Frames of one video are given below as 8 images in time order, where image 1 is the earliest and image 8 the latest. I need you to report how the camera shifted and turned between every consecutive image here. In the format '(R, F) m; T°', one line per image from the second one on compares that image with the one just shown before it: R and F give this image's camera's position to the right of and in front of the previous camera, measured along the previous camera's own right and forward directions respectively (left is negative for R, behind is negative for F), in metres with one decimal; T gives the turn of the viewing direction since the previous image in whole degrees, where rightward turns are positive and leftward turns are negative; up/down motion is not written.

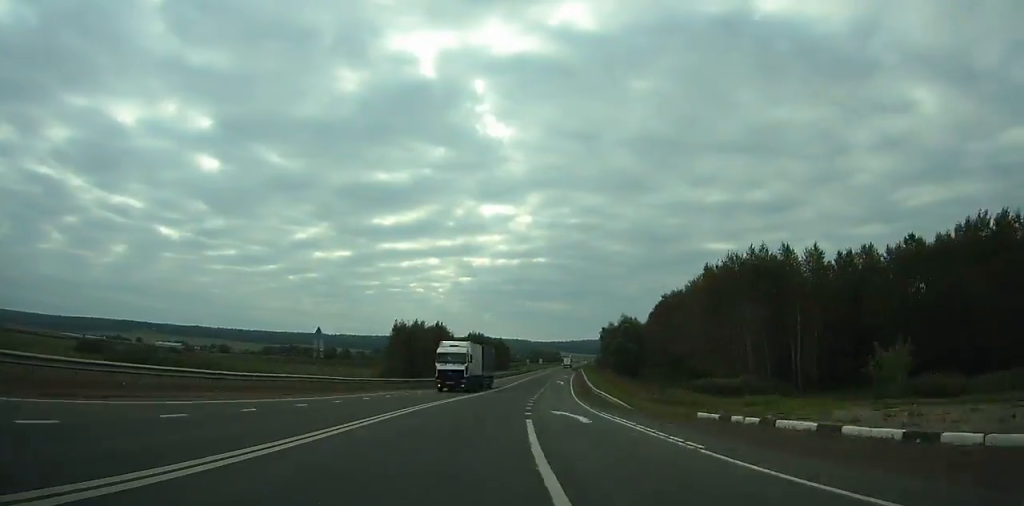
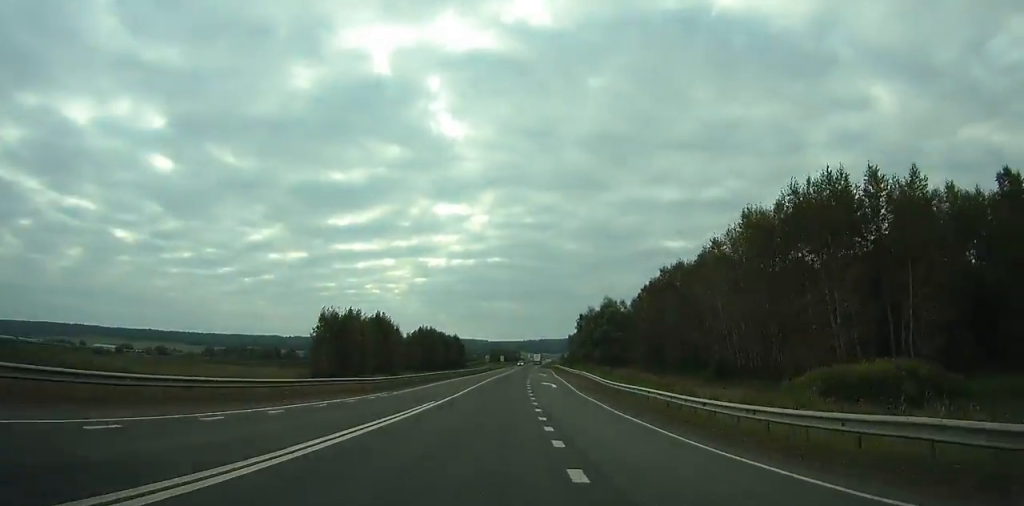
(+1.7, +33.9) m; +3°
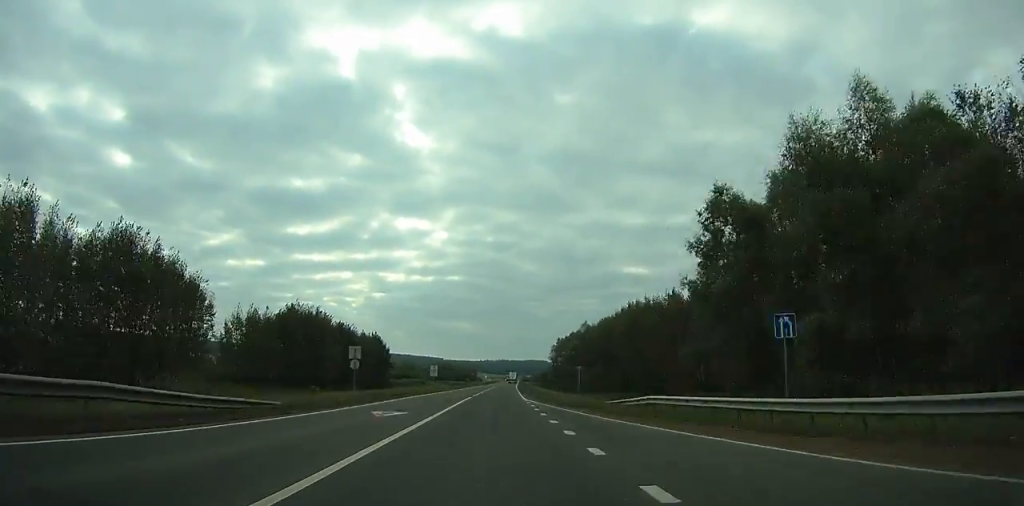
(+7.3, +106.6) m; +6°
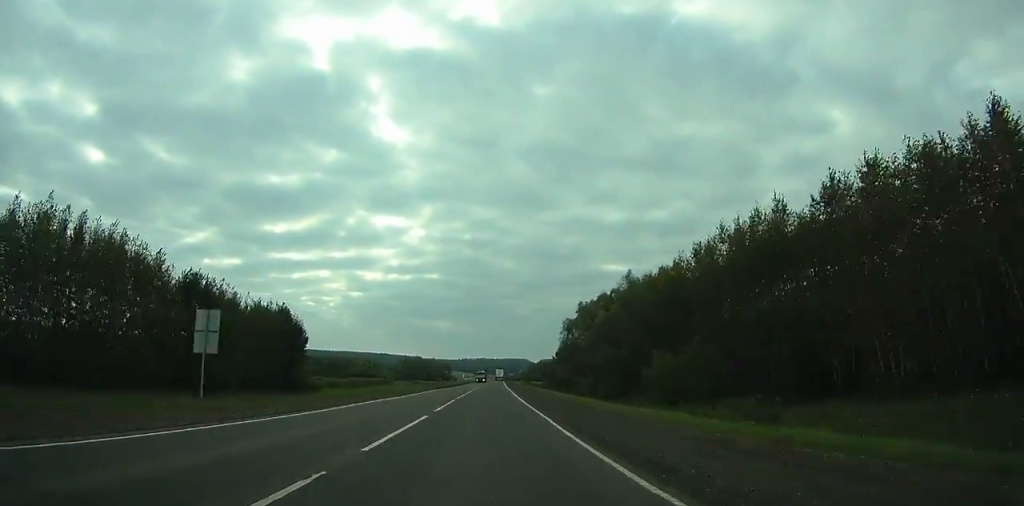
(+1.4, +69.5) m; +2°
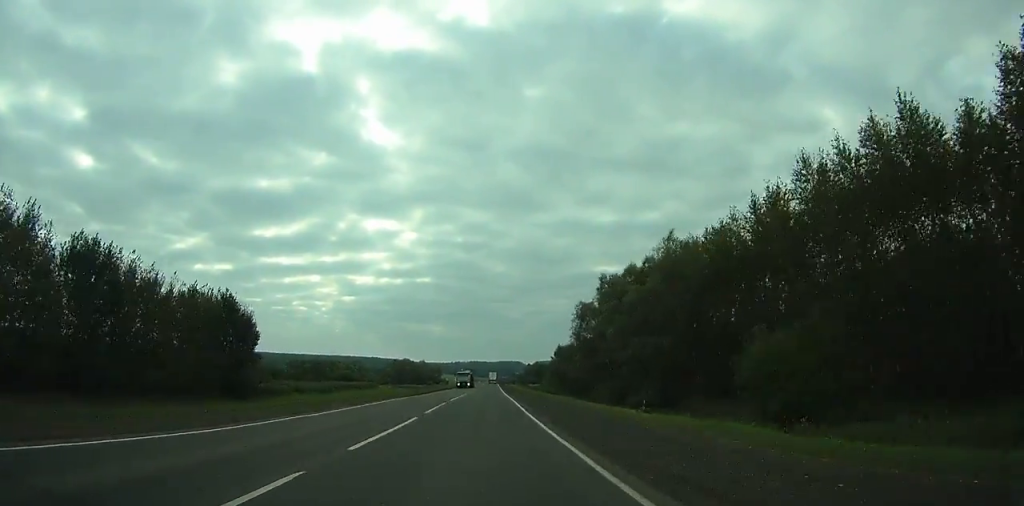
(+0.1, +24.6) m; +1°
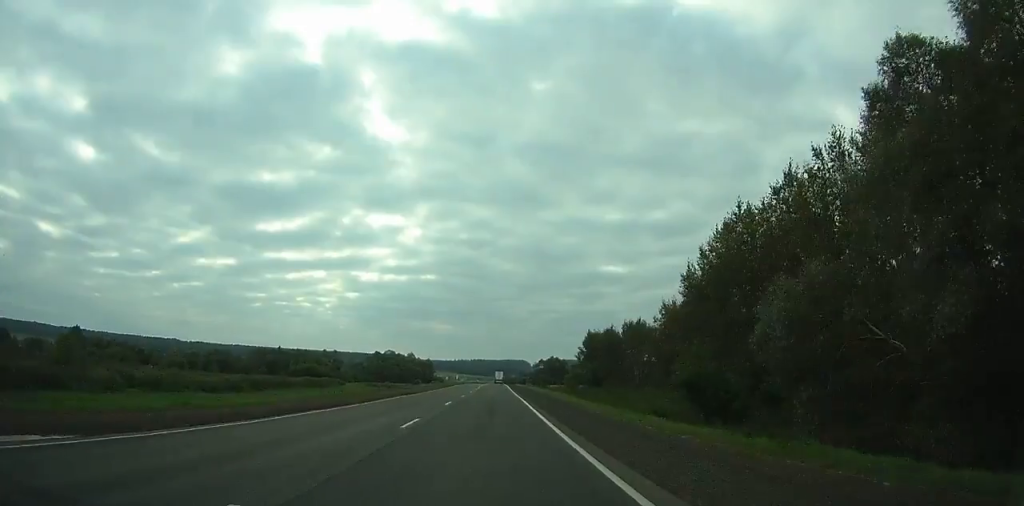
(+0.5, +68.3) m; +1°
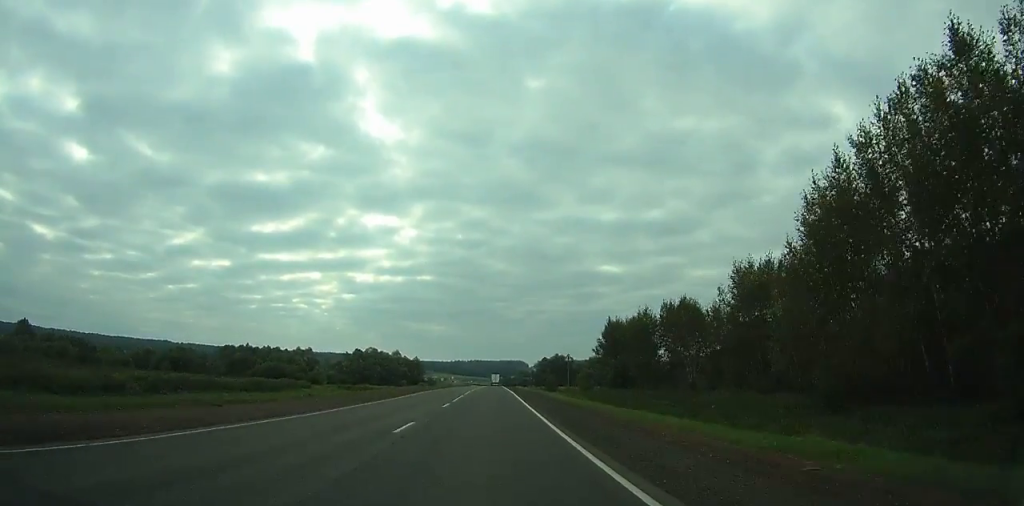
(+0.2, +37.3) m; 0°
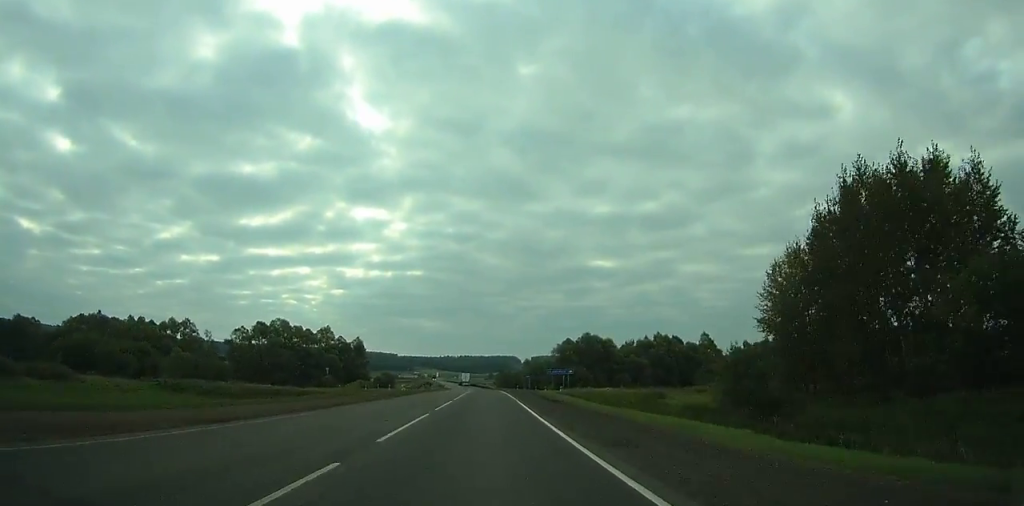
(-0.4, +102.8) m; 0°
